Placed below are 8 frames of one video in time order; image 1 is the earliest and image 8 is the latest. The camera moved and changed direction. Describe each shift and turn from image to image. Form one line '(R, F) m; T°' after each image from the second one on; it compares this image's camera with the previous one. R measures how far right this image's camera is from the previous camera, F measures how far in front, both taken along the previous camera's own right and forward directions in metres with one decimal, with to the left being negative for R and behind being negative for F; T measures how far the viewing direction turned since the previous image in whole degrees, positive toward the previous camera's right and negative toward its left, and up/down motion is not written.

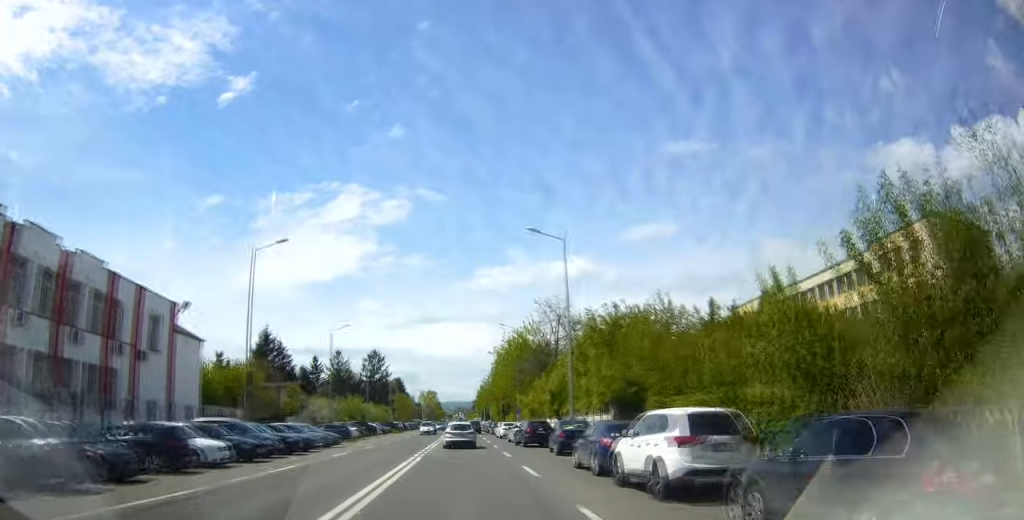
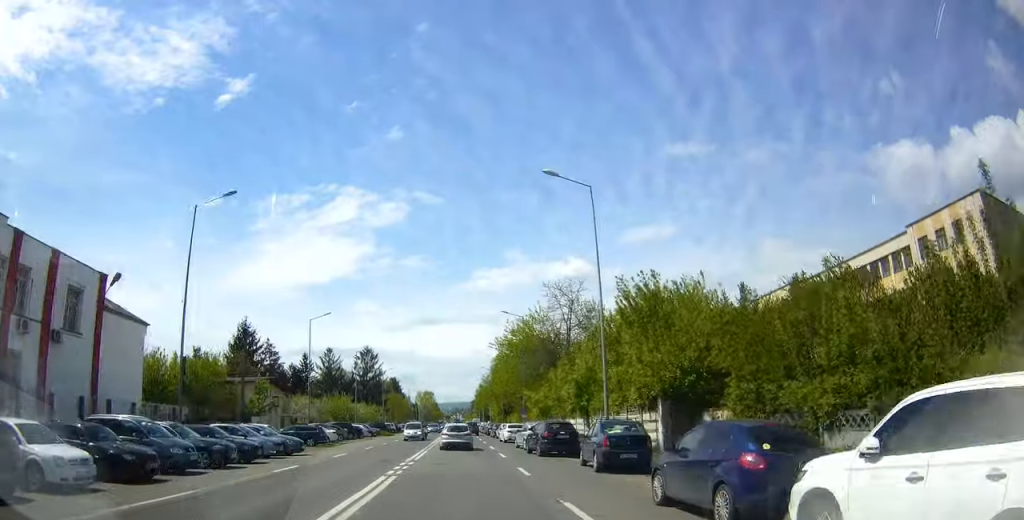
(-0.3, +8.5) m; 0°
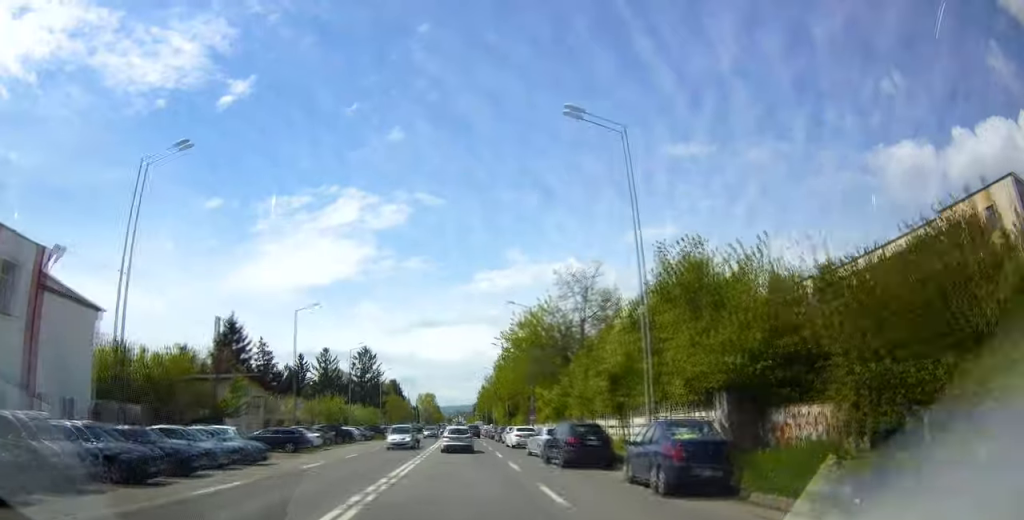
(+0.3, +5.9) m; +1°
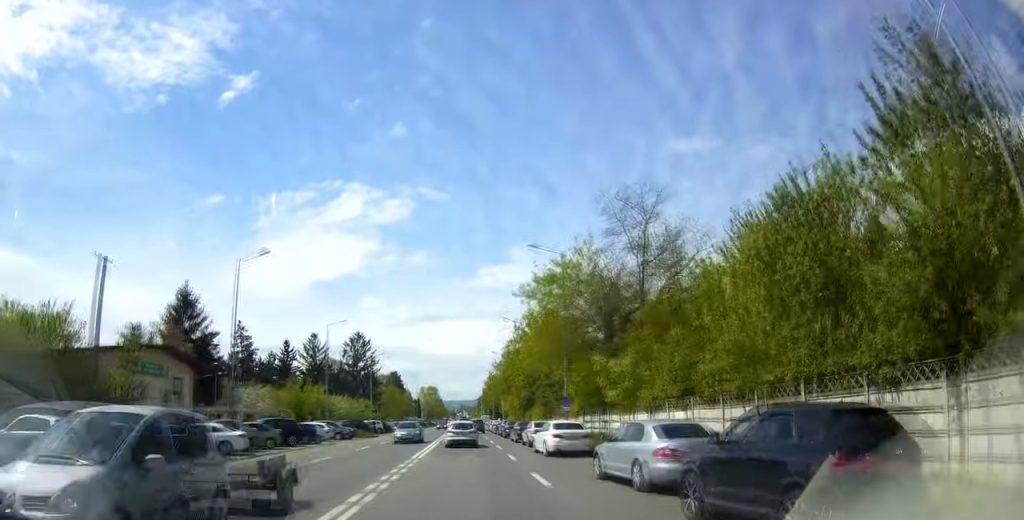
(+0.2, +15.6) m; 0°
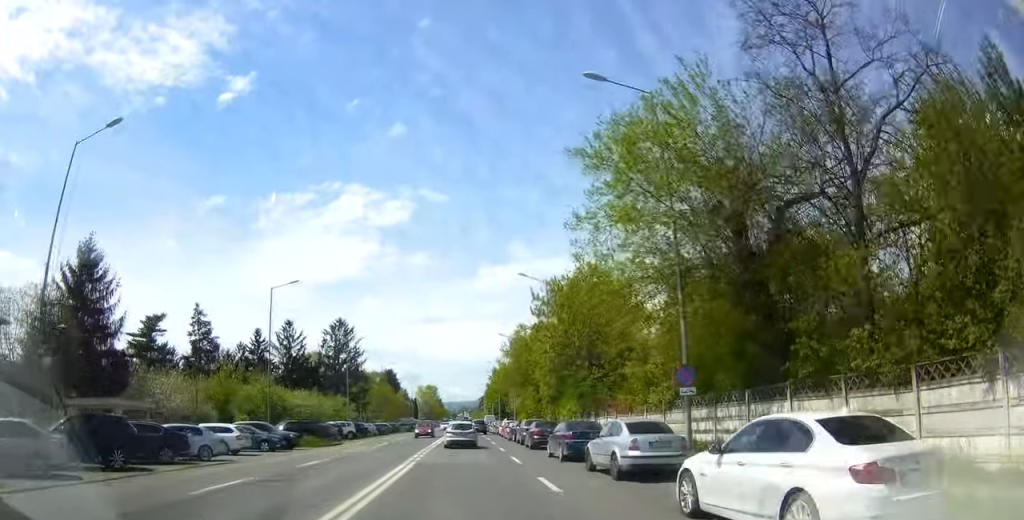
(0.0, +19.2) m; +2°
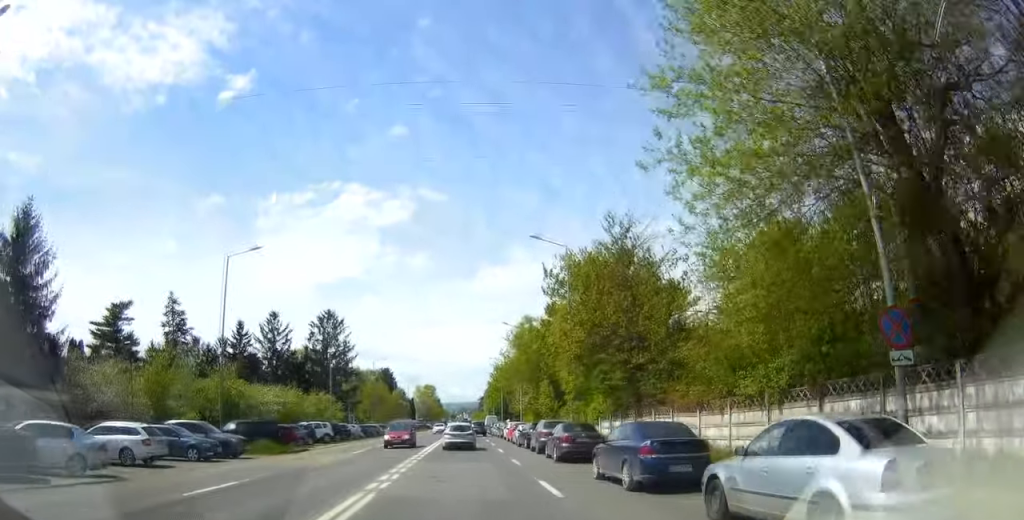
(+0.3, +9.0) m; +1°
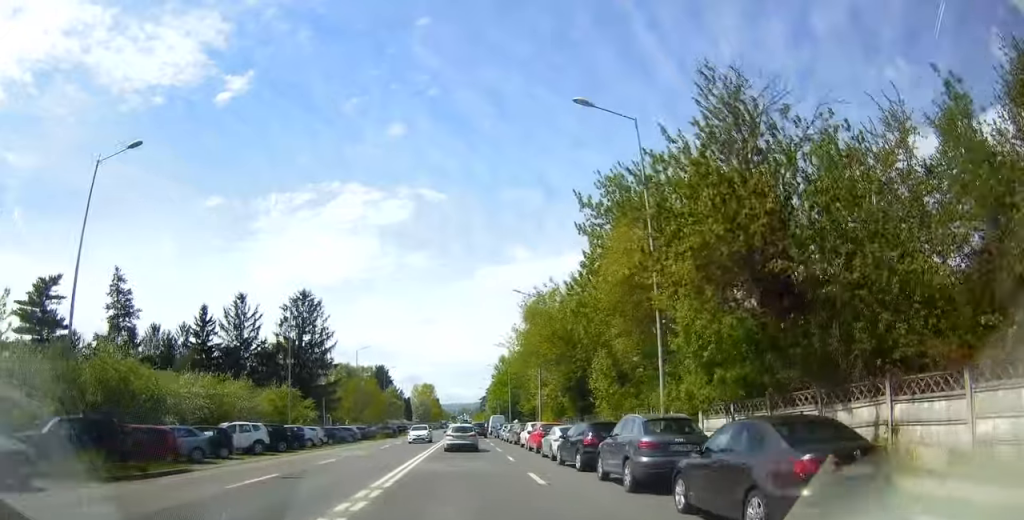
(-0.1, +15.5) m; 0°
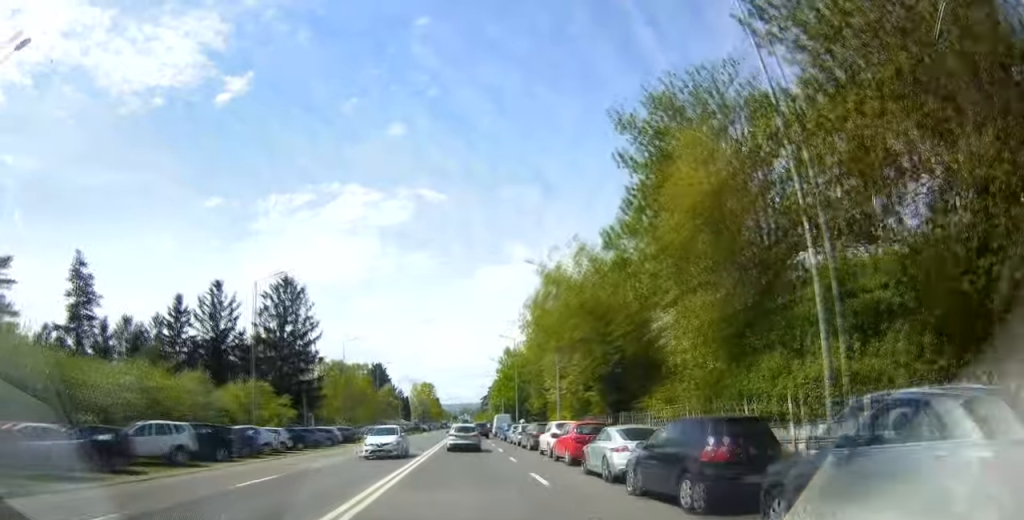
(0.0, +9.1) m; 0°
